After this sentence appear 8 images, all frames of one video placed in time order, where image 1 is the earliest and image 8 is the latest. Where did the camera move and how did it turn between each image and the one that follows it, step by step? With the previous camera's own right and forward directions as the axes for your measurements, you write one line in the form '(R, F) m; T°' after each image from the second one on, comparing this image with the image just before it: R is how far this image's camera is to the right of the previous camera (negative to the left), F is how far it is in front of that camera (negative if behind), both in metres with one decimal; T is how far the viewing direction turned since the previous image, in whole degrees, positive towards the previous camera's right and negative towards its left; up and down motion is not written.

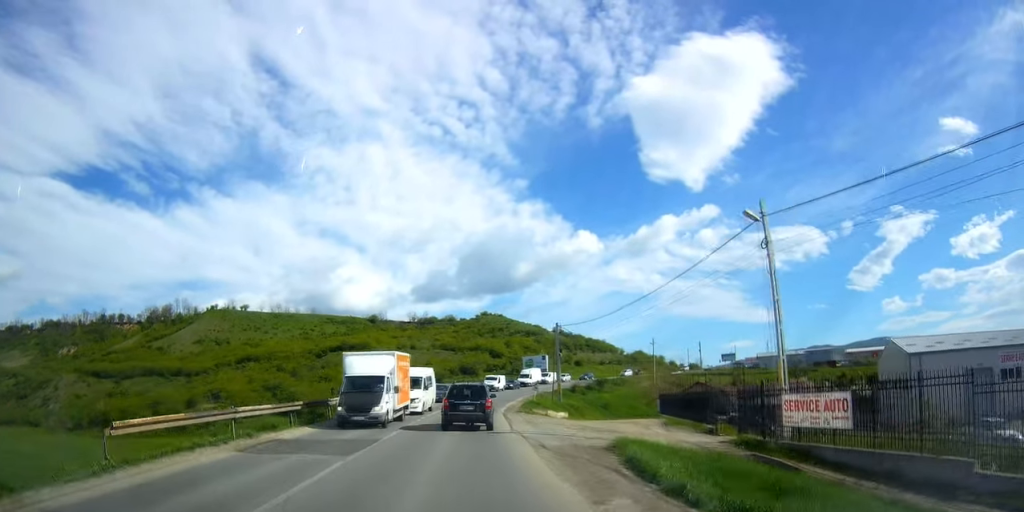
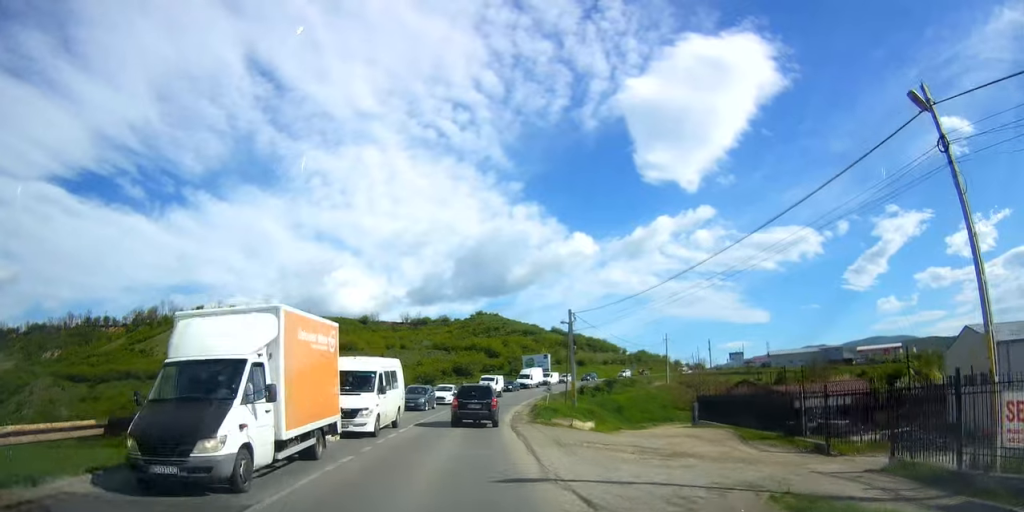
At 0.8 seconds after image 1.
(0.0, +10.6) m; -1°
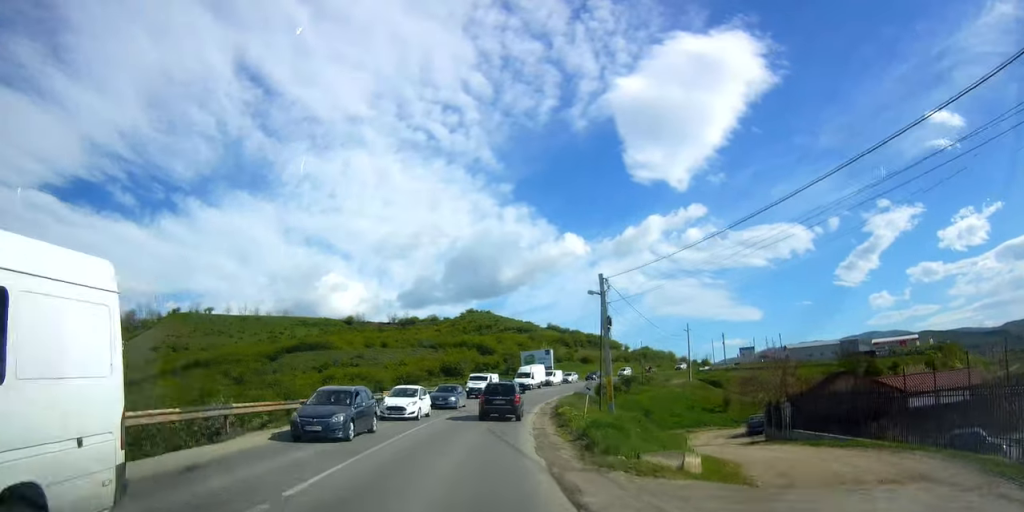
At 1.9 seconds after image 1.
(-0.2, +14.7) m; 0°
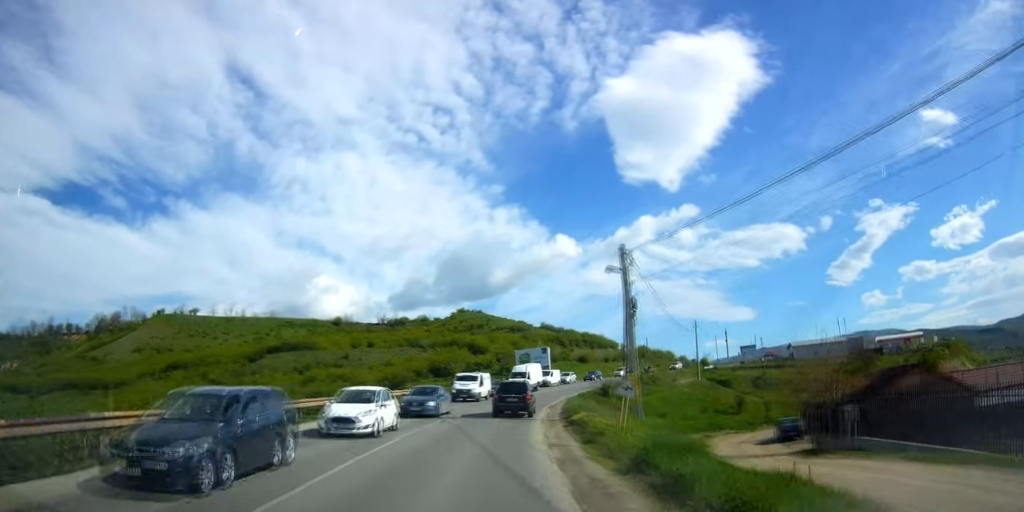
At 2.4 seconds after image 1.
(-0.1, +6.6) m; +1°
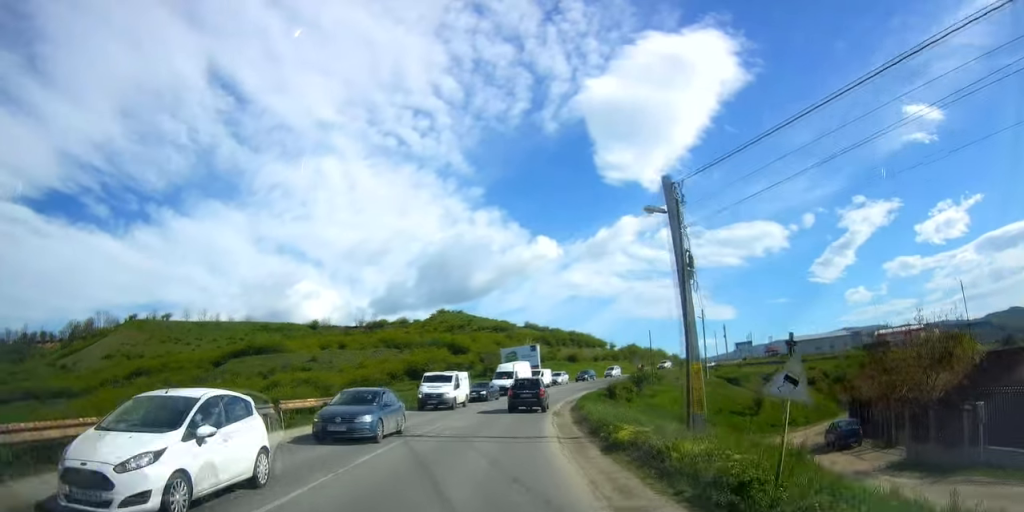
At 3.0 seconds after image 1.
(+0.2, +8.7) m; +1°
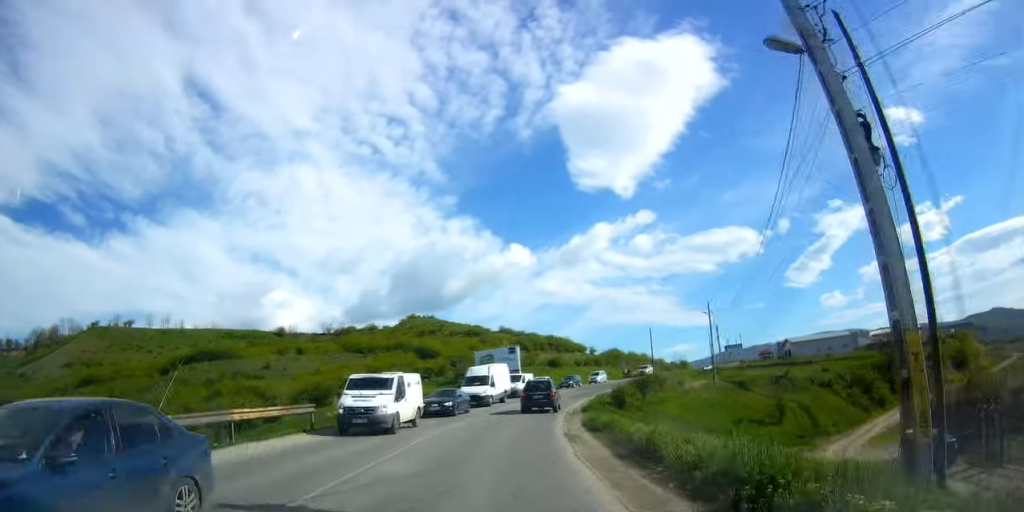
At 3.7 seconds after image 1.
(+0.1, +9.8) m; +2°
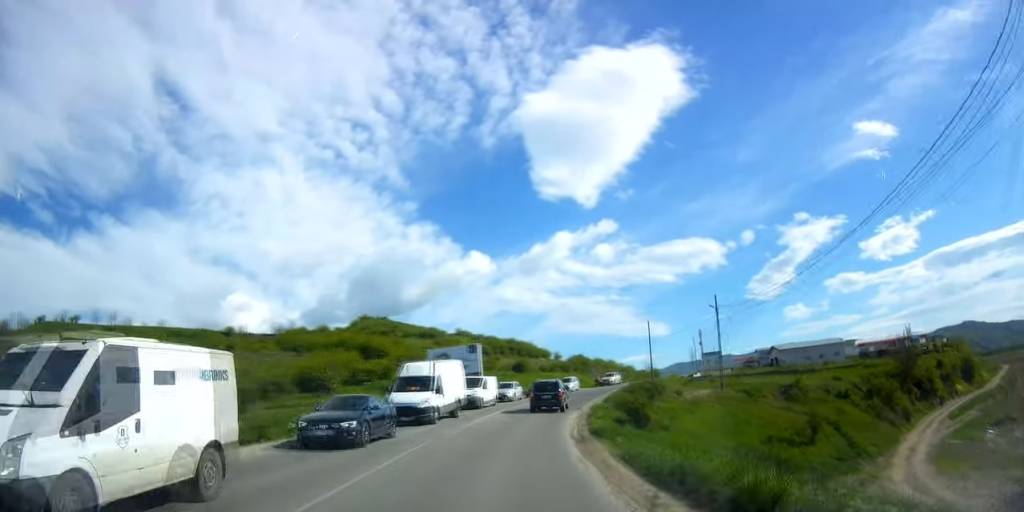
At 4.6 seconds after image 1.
(0.0, +11.6) m; +3°
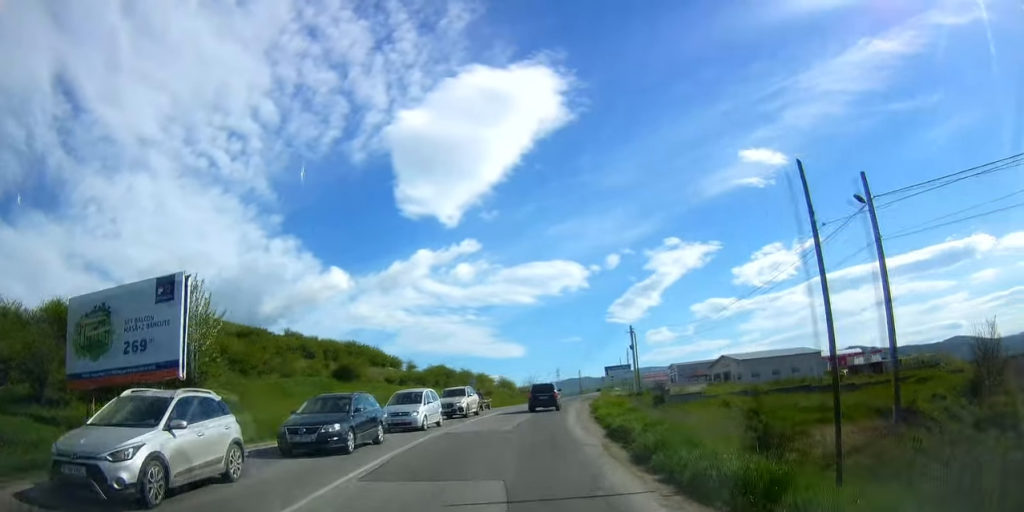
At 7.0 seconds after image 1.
(+4.0, +35.8) m; +12°
